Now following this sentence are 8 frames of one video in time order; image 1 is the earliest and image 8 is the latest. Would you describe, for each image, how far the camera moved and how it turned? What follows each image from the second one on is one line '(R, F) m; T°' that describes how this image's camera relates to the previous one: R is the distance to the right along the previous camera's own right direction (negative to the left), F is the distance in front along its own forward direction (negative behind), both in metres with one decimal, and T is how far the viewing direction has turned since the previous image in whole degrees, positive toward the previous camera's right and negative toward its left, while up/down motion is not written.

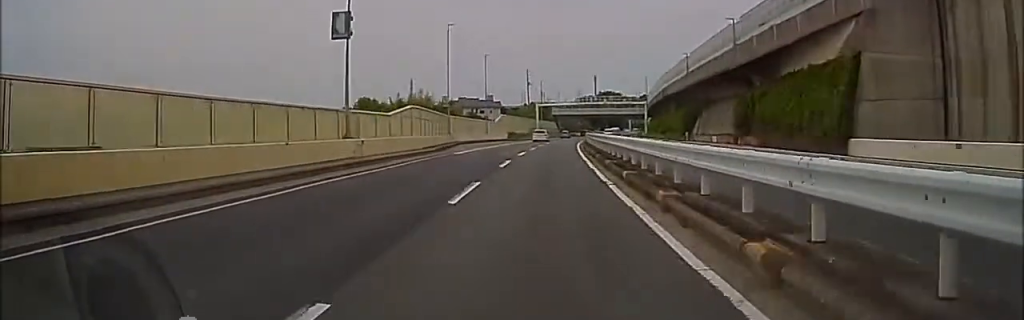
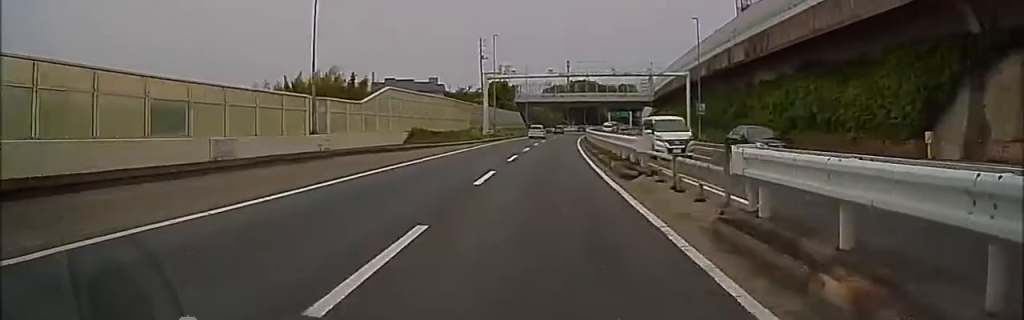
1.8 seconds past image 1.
(+3.7, +47.4) m; +14°
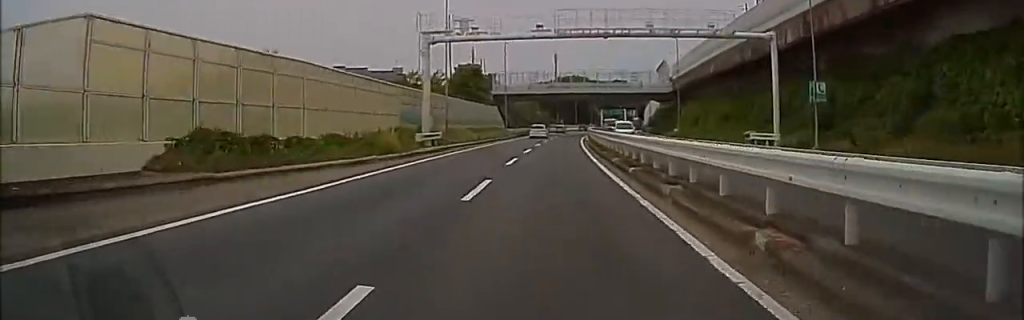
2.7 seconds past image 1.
(+3.4, +23.6) m; 0°
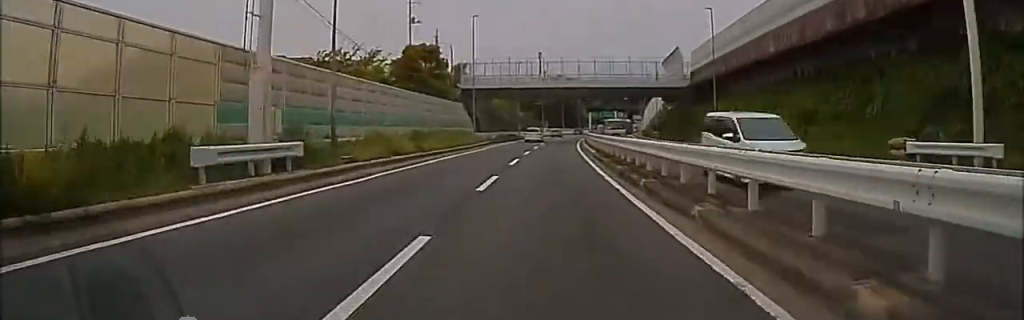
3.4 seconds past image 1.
(-3.0, +18.2) m; -7°
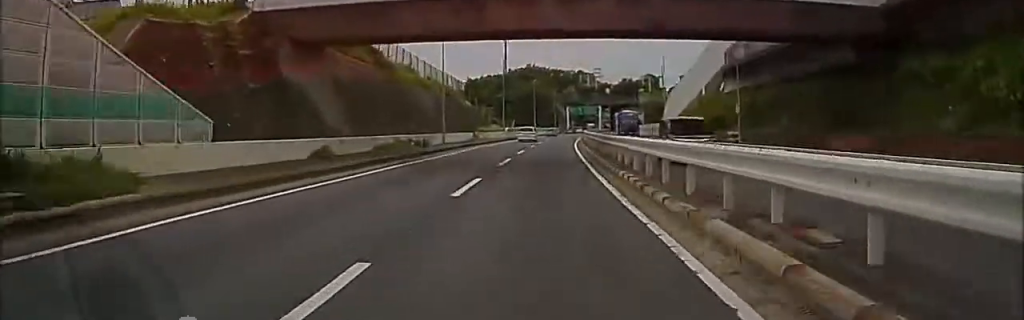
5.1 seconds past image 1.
(+4.7, +42.9) m; +11°
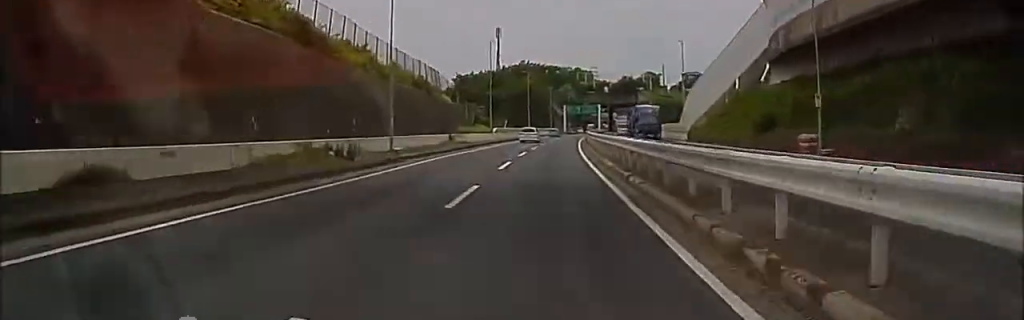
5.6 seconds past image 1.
(+2.4, +12.2) m; 0°
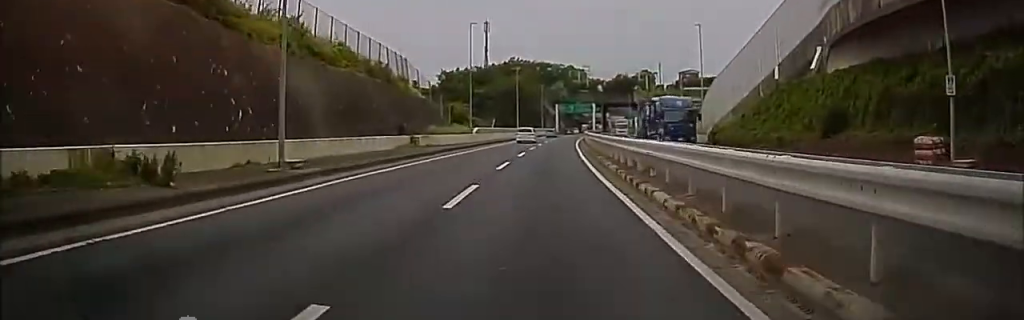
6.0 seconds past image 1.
(-1.9, +10.2) m; -4°
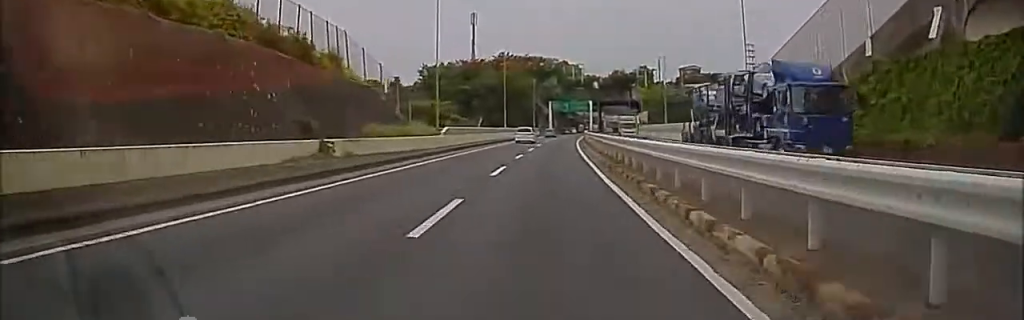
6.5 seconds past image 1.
(-1.7, +12.8) m; -5°
